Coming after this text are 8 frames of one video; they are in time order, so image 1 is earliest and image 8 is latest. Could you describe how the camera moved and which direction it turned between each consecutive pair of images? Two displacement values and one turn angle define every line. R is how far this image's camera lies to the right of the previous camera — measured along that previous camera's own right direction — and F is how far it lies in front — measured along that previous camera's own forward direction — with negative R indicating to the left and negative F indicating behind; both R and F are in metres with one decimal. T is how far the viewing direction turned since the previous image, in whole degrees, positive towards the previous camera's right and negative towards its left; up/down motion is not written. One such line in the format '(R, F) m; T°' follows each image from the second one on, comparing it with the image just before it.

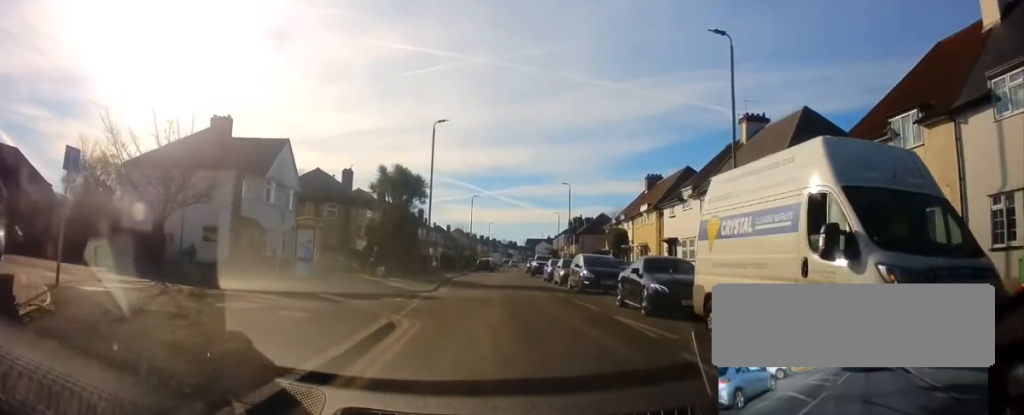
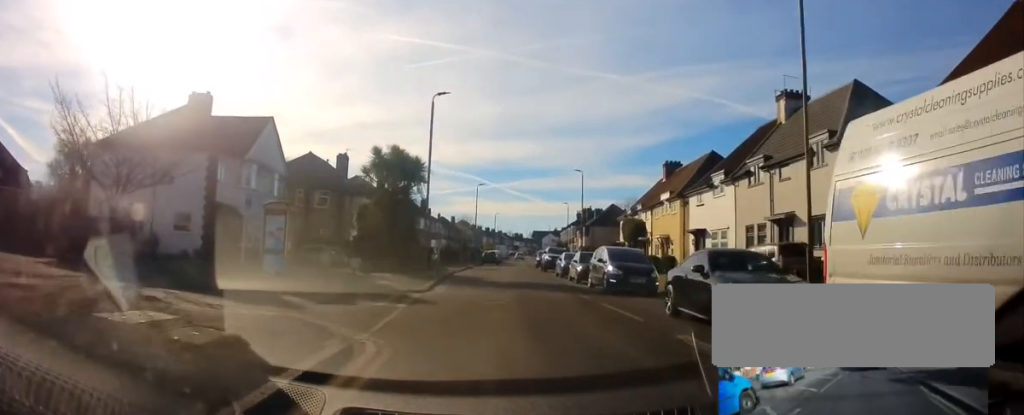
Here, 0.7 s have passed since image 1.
(-0.1, +4.1) m; -2°
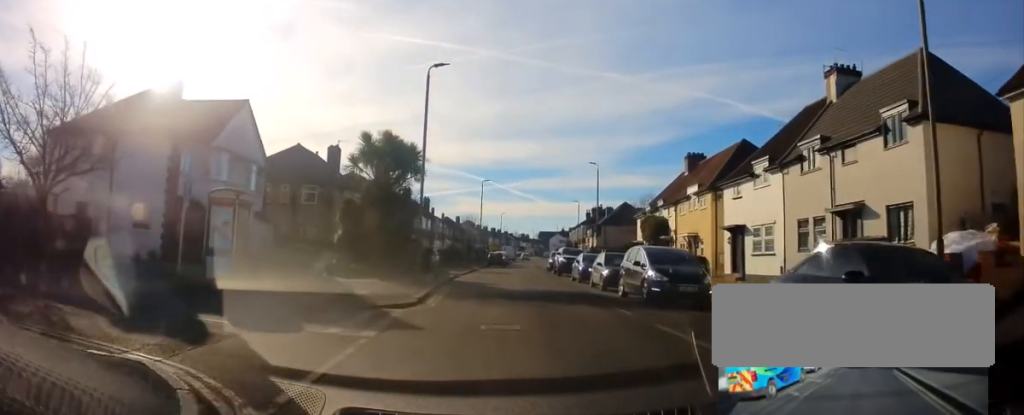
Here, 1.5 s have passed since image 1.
(0.0, +4.6) m; +2°
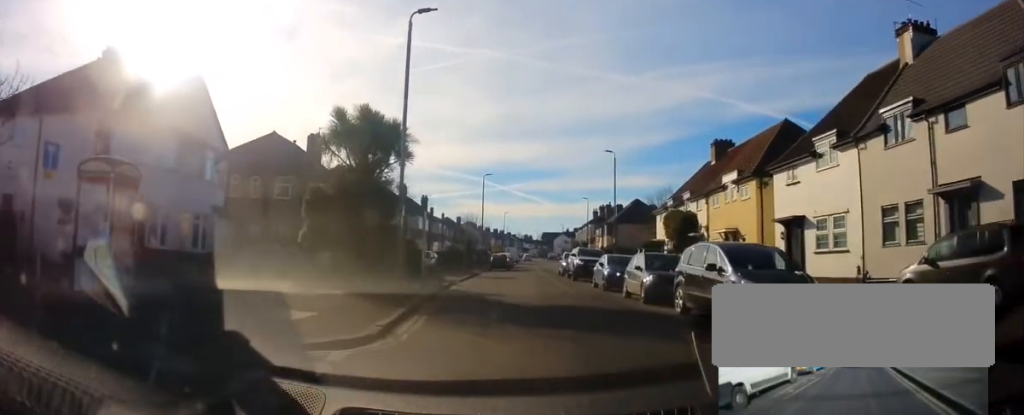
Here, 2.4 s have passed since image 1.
(+0.2, +5.4) m; 0°
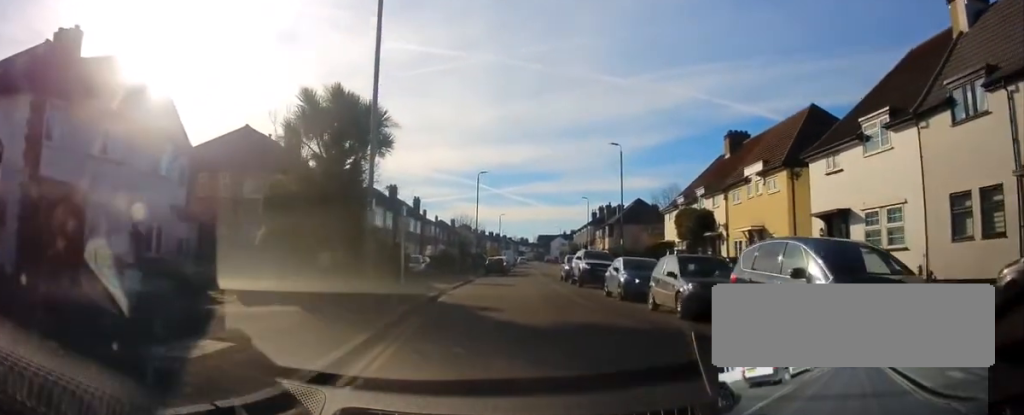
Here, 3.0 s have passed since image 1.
(0.0, +3.4) m; -1°
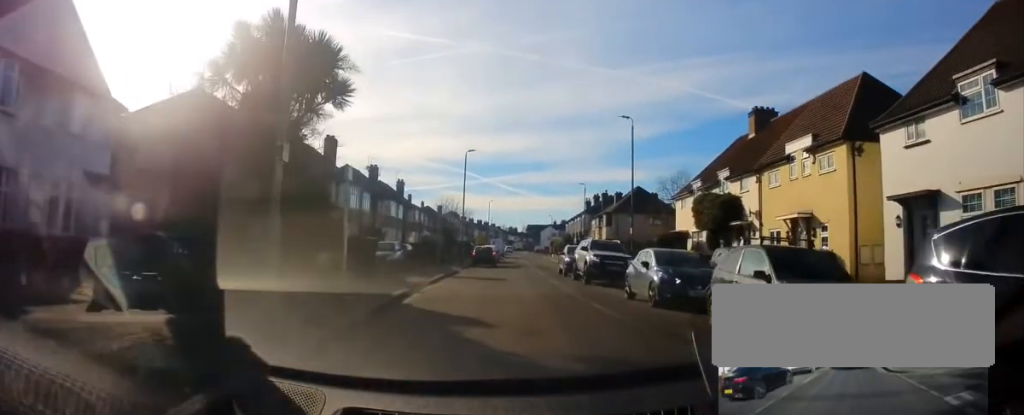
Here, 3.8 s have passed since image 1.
(-0.2, +5.1) m; -2°
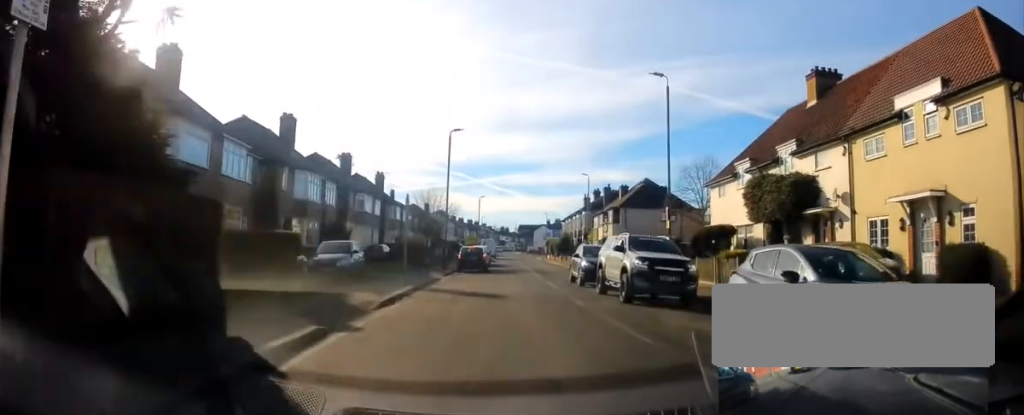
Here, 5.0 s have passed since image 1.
(0.0, +8.2) m; 0°
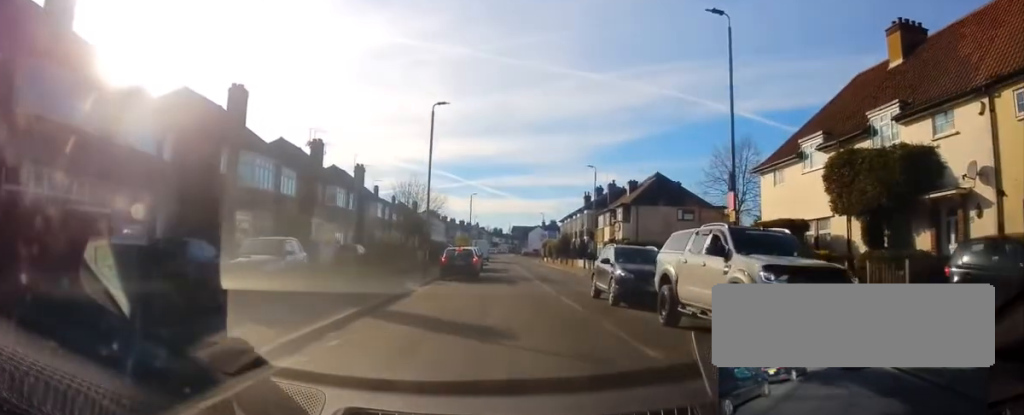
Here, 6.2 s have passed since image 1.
(0.0, +7.4) m; +1°
